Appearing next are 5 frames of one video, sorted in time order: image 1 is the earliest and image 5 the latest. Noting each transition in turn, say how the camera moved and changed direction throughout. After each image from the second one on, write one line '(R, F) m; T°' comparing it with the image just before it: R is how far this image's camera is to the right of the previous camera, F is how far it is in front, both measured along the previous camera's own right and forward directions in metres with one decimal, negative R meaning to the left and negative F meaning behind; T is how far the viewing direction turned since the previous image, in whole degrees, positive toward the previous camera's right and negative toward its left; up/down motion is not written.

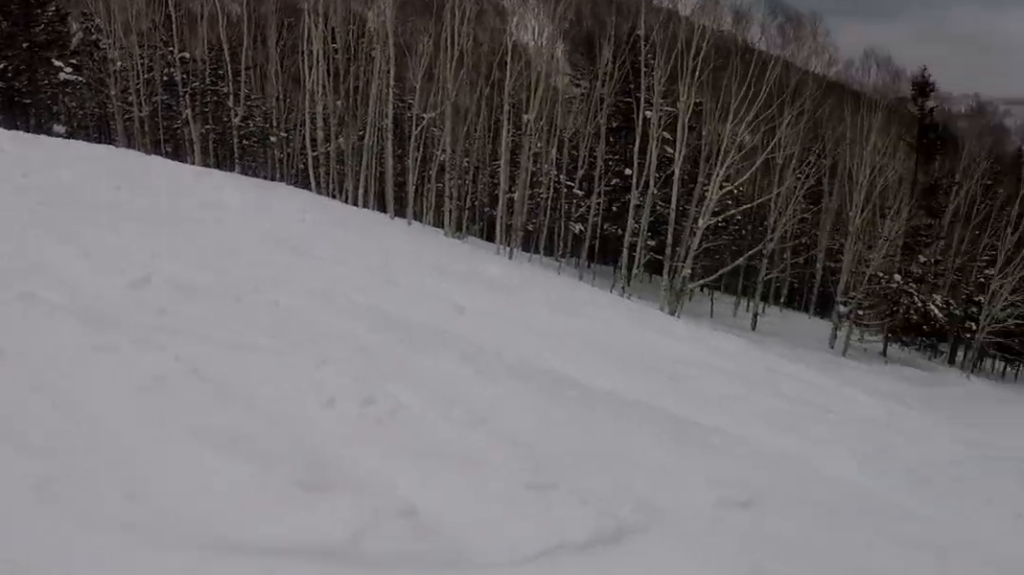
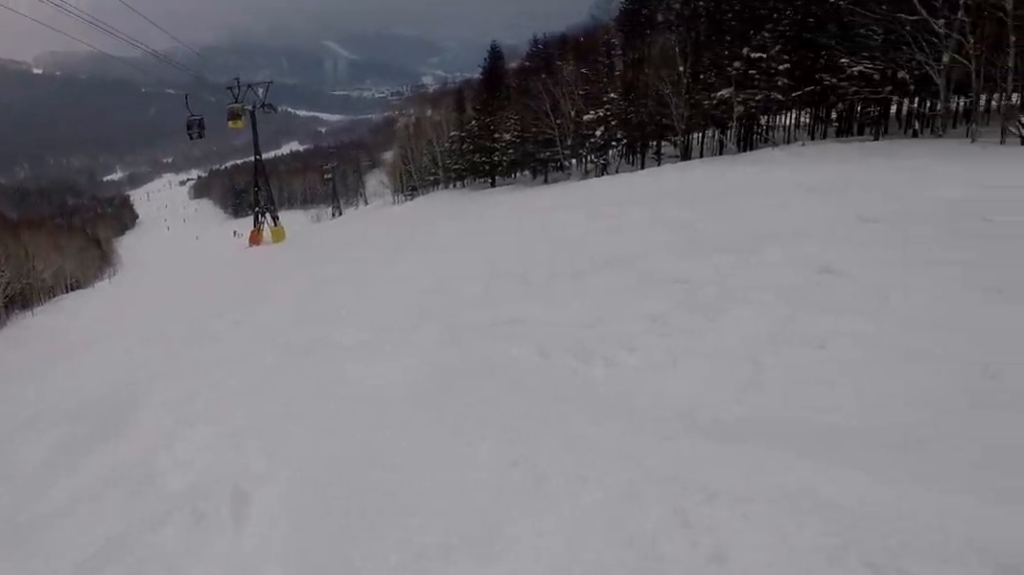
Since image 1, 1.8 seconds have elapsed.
(+4.4, +3.7) m; +76°
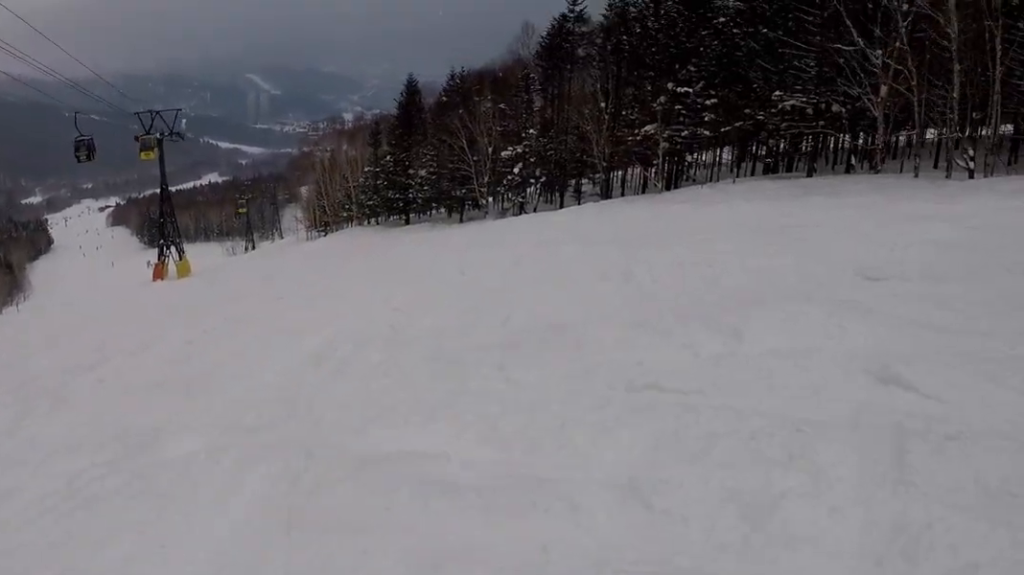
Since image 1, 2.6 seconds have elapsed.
(+0.3, +3.1) m; +18°
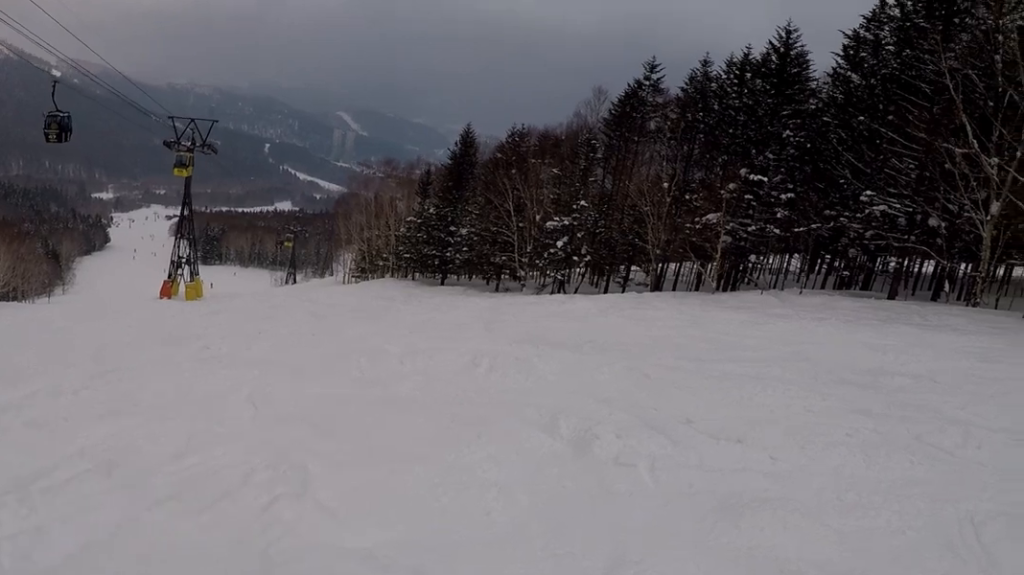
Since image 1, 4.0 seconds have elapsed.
(+1.0, +6.5) m; 0°
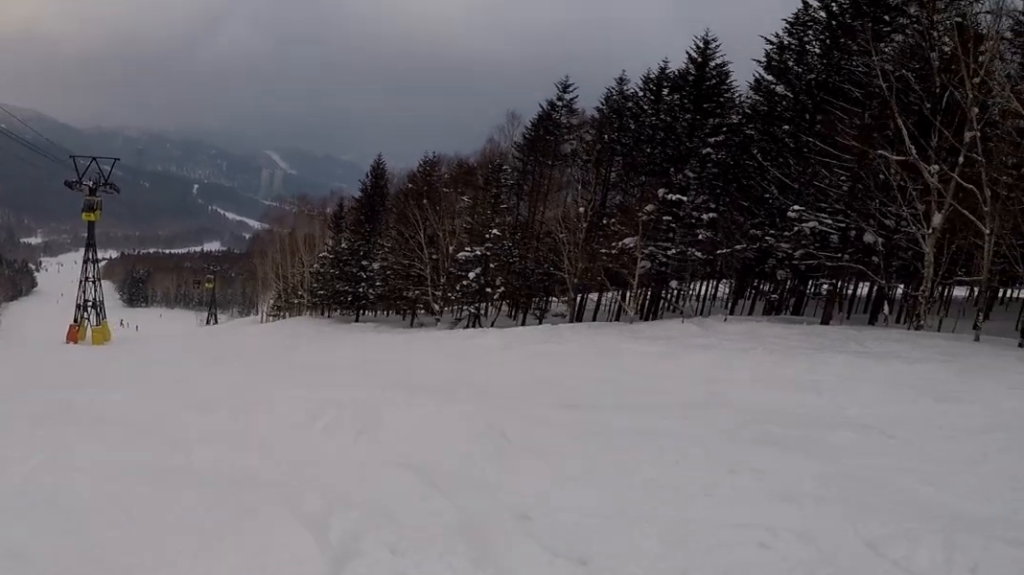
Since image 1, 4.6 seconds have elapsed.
(-0.1, +2.8) m; -8°
